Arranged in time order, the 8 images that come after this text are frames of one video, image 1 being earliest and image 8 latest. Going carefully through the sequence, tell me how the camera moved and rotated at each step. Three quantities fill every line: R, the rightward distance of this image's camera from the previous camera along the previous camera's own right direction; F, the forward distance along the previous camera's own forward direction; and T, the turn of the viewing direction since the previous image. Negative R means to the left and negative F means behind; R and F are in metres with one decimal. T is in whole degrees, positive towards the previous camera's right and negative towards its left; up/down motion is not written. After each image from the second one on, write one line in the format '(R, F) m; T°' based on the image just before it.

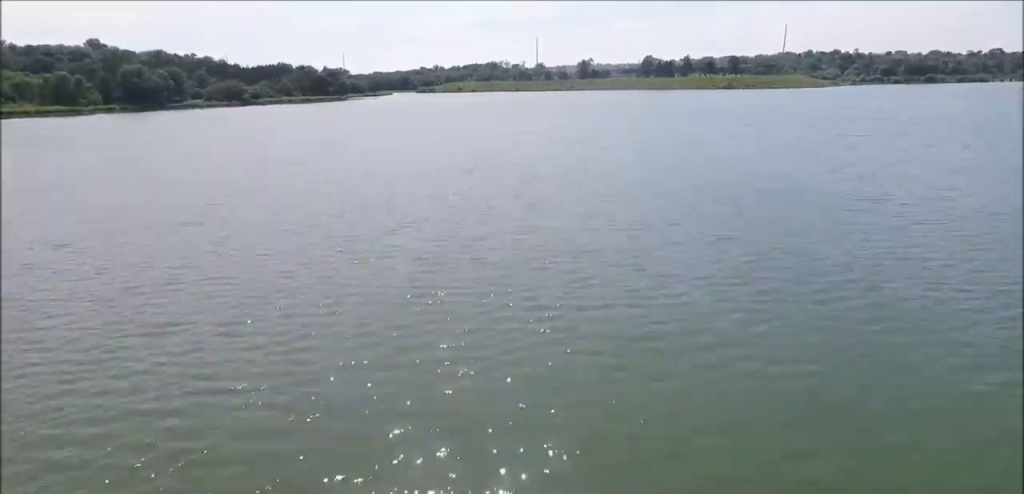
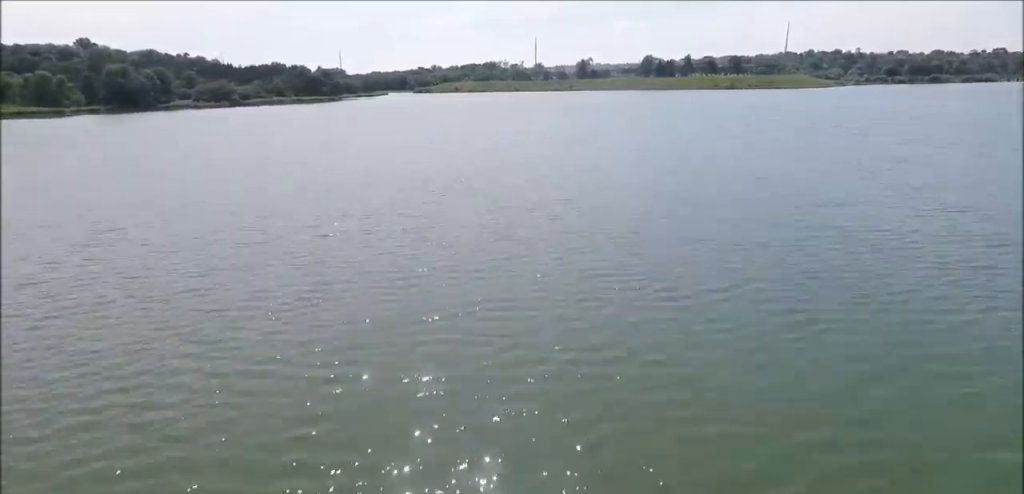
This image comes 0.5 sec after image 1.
(0.0, +6.5) m; 0°
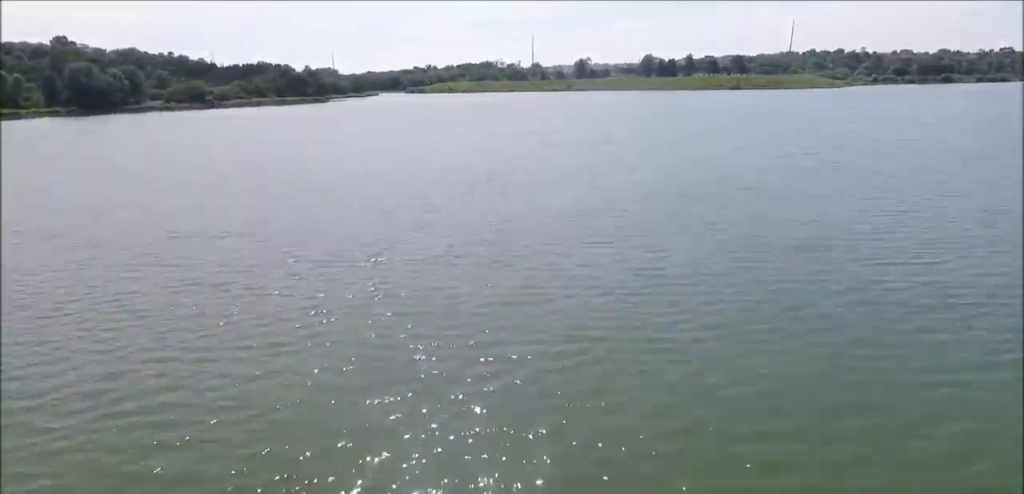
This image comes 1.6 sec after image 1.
(-0.1, +14.0) m; 0°
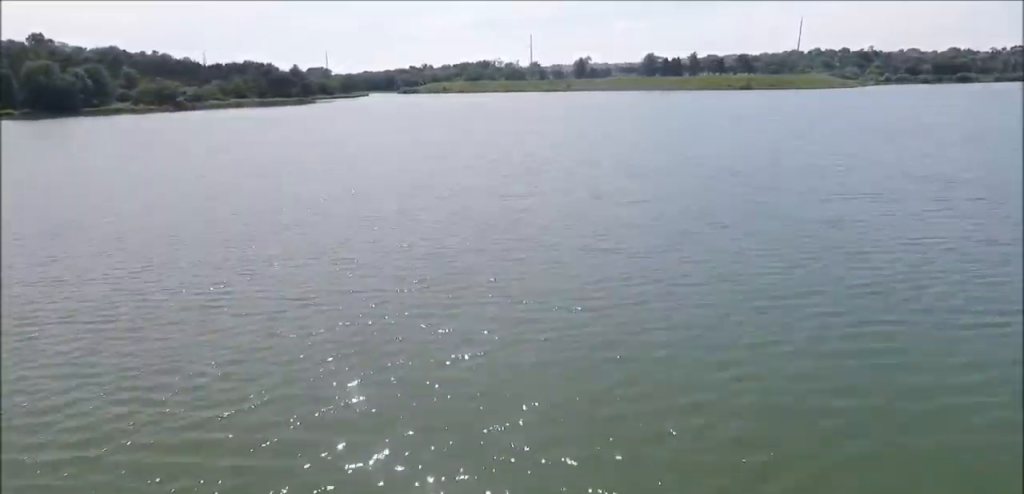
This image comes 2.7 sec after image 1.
(+0.1, +15.6) m; +1°
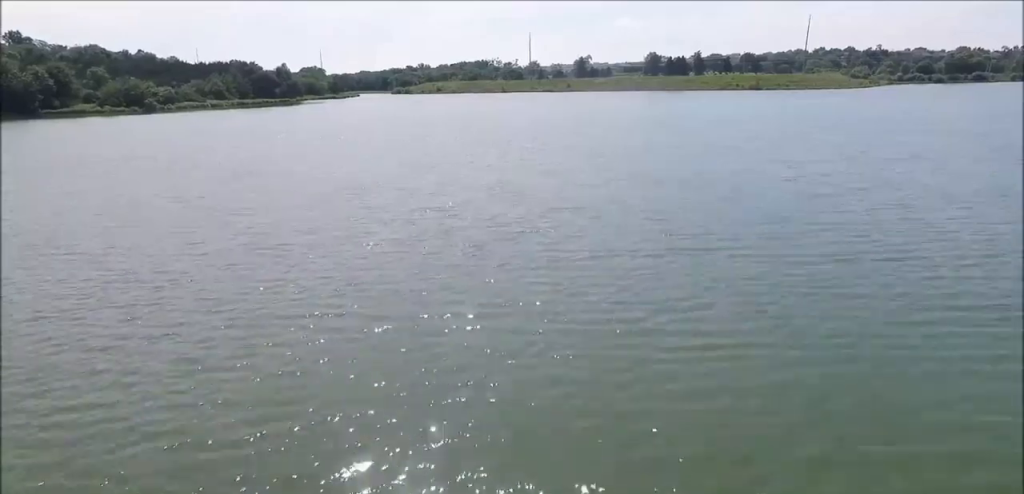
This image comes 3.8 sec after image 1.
(+0.2, +13.2) m; +1°
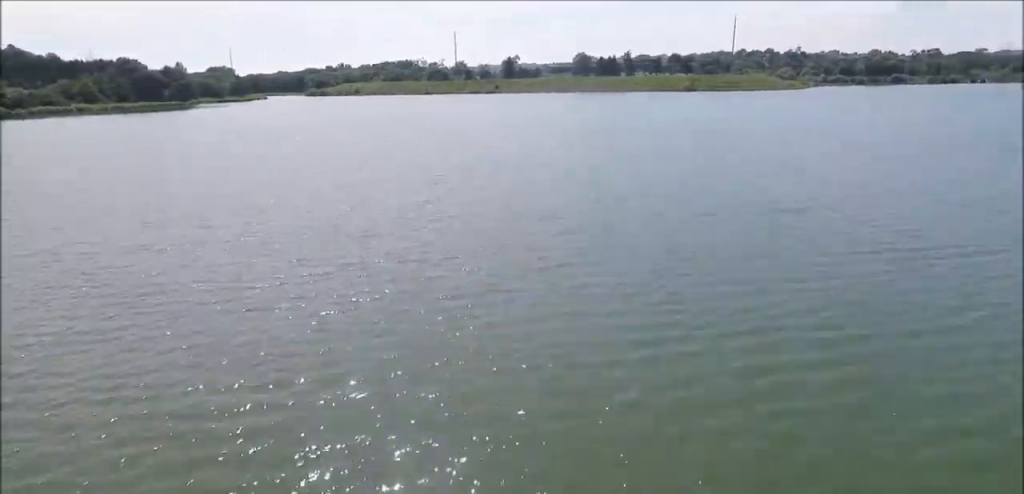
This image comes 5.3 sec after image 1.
(+0.2, +18.6) m; +4°
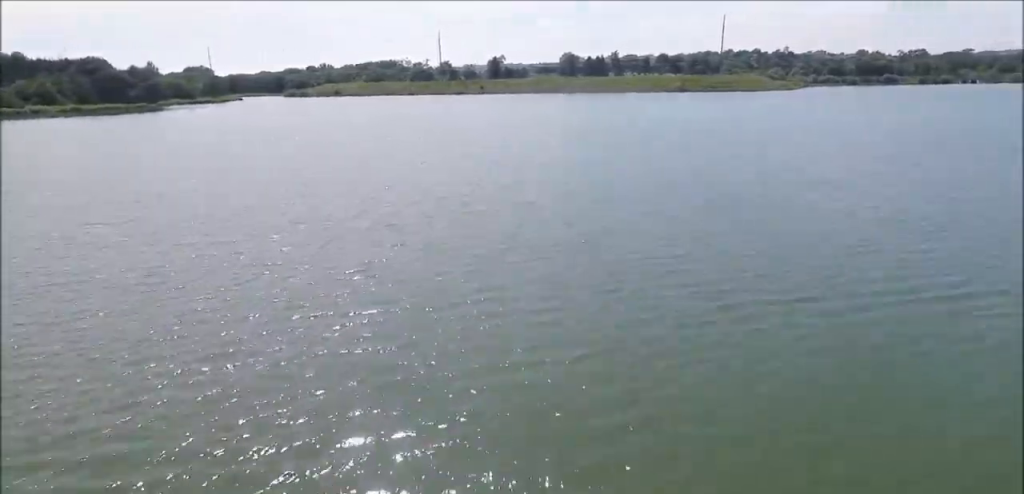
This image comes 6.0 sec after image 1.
(+0.5, +9.2) m; +2°
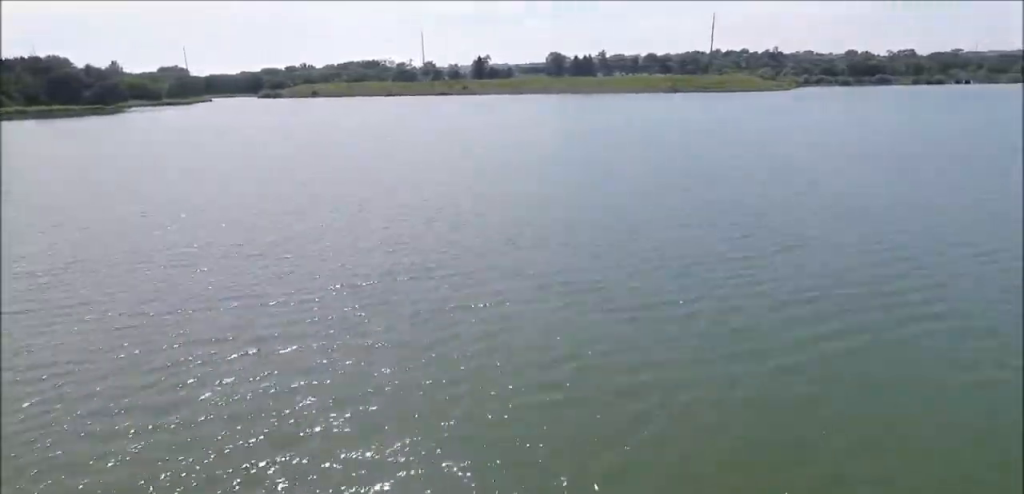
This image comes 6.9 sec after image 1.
(+0.2, +11.1) m; +1°
